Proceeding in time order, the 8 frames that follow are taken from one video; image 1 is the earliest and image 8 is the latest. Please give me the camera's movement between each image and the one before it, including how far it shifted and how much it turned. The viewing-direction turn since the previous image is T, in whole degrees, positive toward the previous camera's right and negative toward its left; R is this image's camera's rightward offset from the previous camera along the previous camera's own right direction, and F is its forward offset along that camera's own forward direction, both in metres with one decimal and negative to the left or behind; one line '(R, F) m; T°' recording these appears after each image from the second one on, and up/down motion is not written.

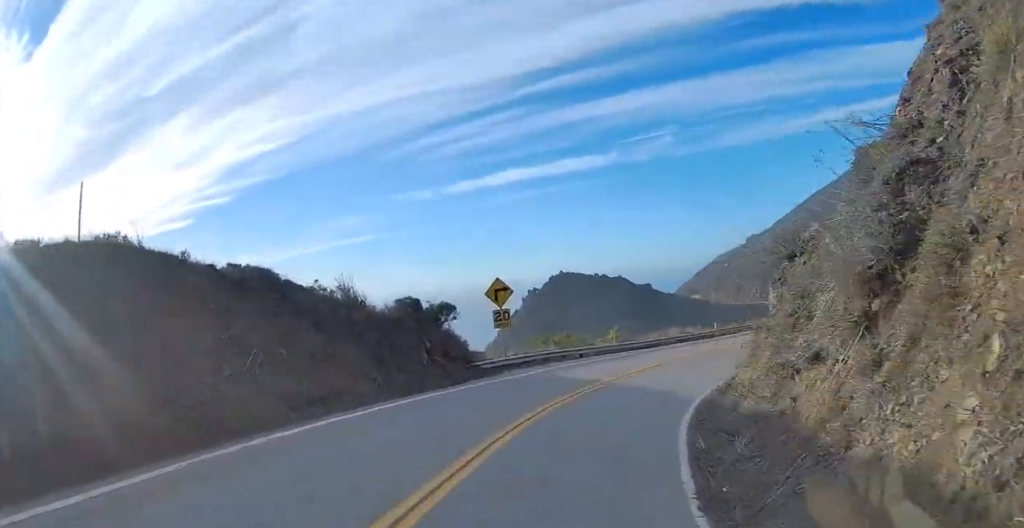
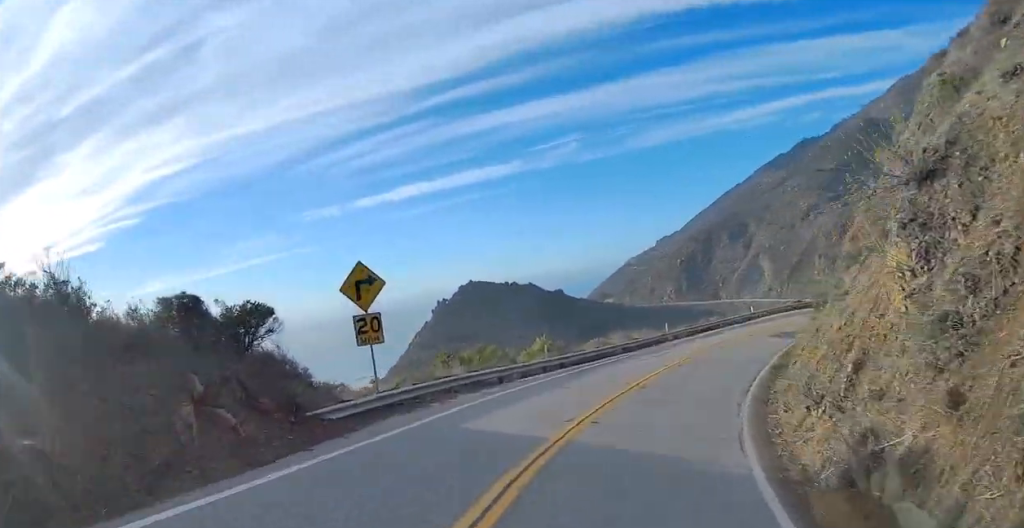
(+0.5, +11.4) m; +9°
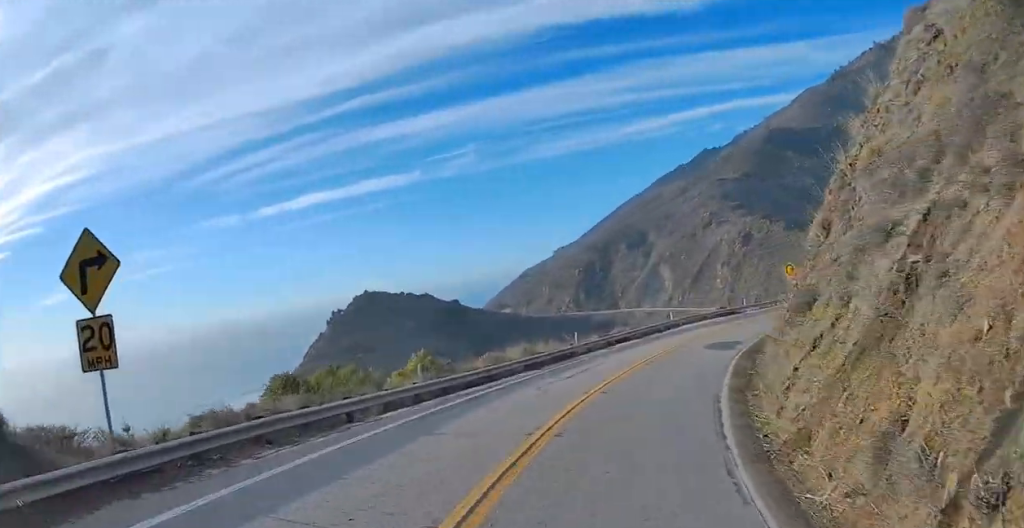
(+0.6, +7.2) m; +9°
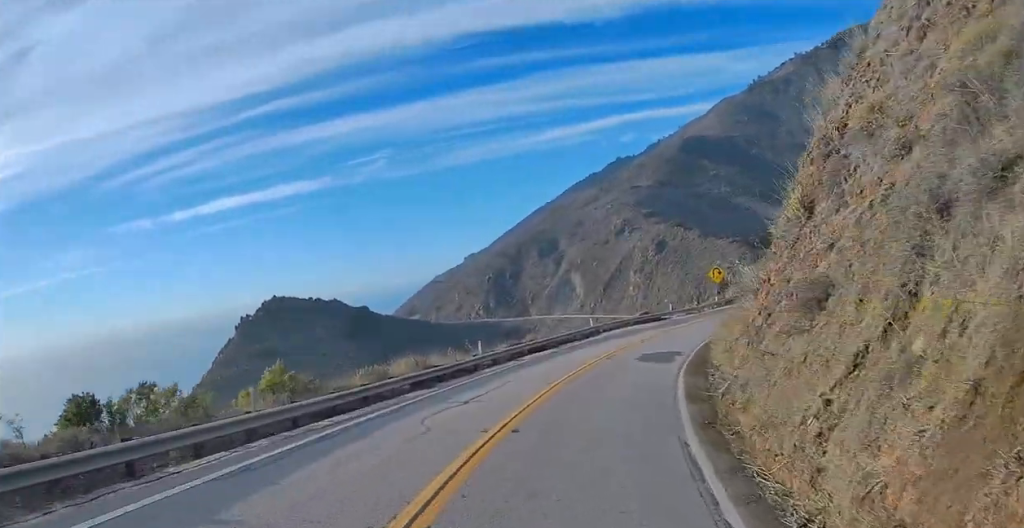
(+0.5, +5.7) m; +6°
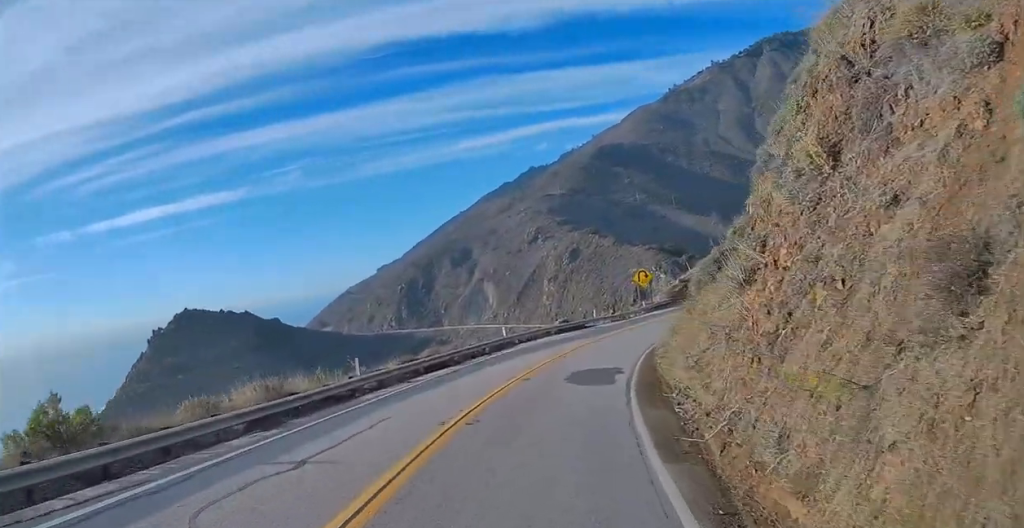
(+0.6, +6.4) m; +6°
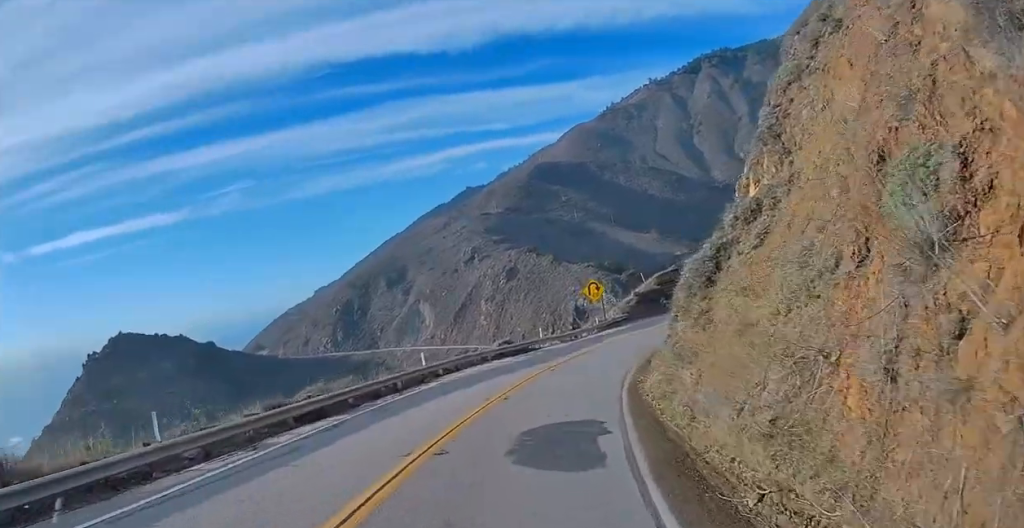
(+0.3, +8.4) m; +3°
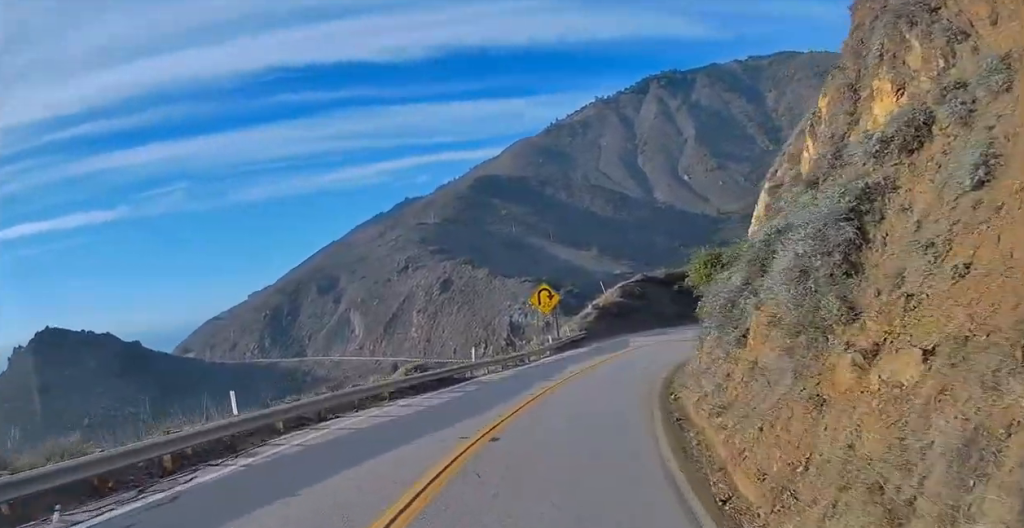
(+0.5, +13.1) m; +6°
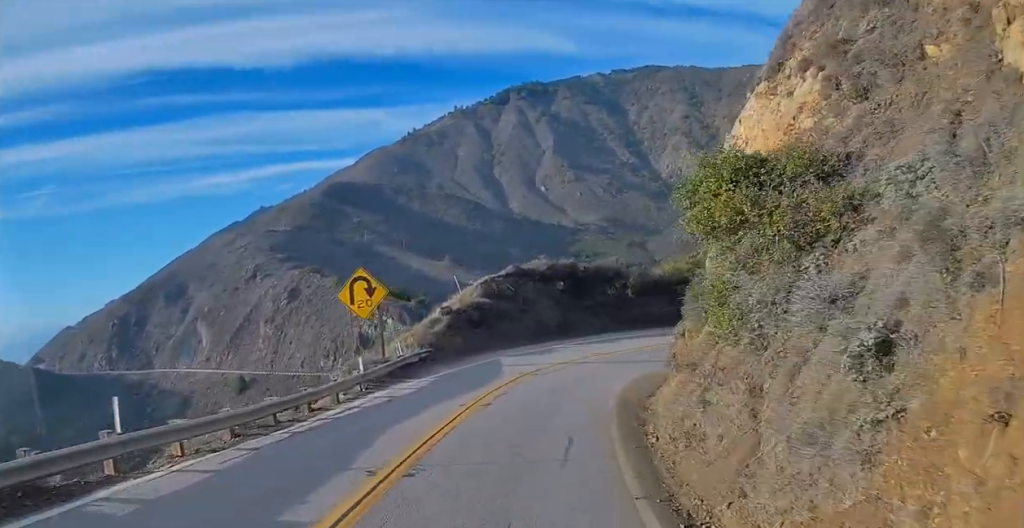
(+1.4, +15.9) m; +11°
